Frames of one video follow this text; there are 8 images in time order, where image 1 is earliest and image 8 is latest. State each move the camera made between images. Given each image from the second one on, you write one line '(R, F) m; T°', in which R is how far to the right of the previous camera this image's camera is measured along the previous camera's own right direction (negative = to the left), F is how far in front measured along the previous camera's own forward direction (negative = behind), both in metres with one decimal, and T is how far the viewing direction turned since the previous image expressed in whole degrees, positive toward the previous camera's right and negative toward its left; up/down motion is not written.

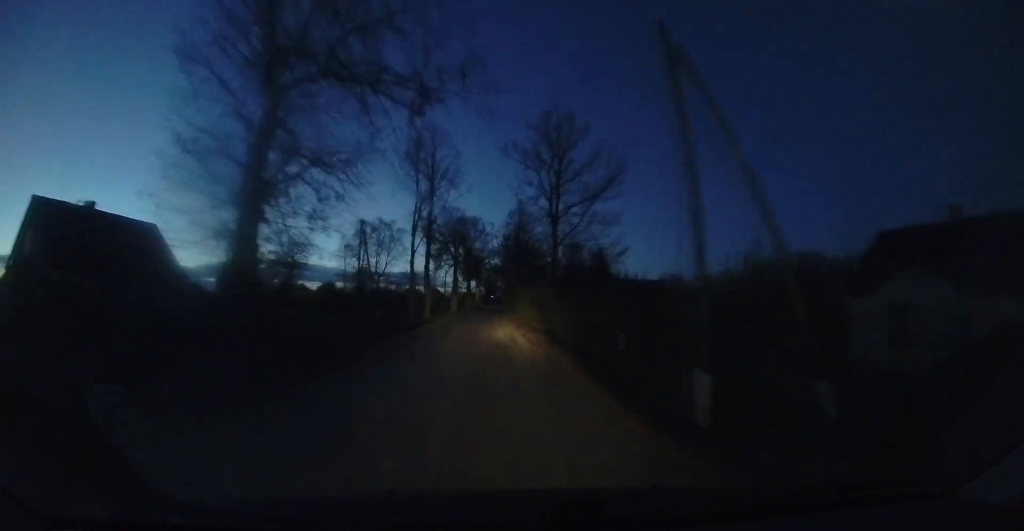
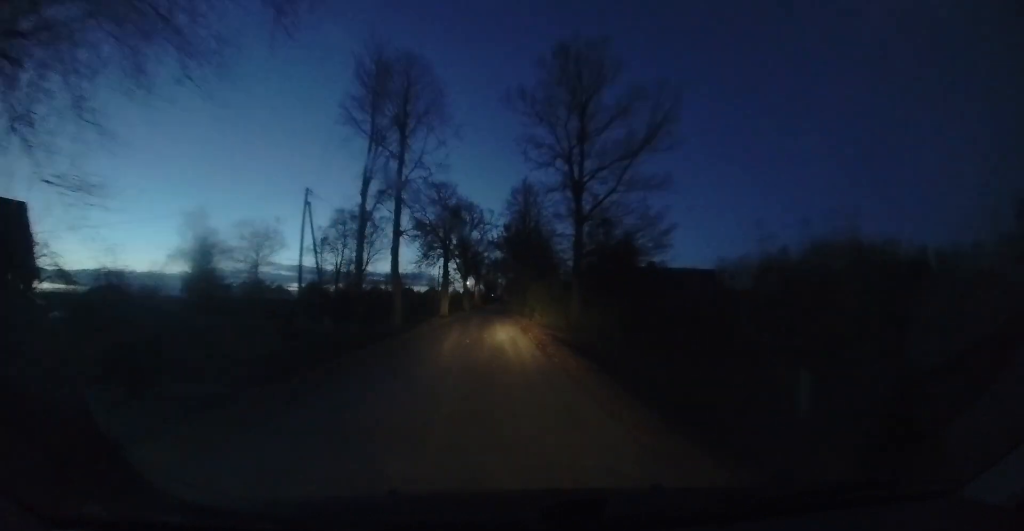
(+0.1, +9.2) m; 0°
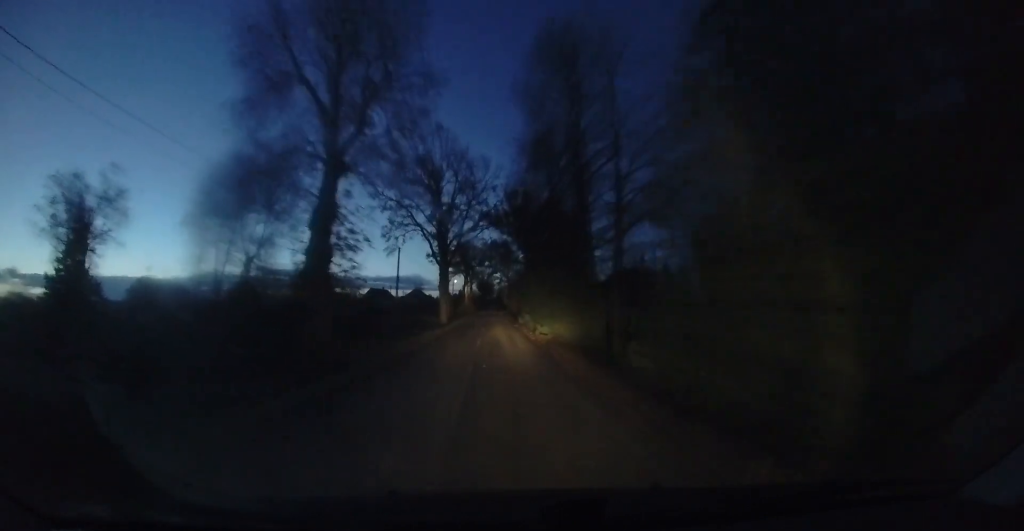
(-0.4, +24.6) m; 0°
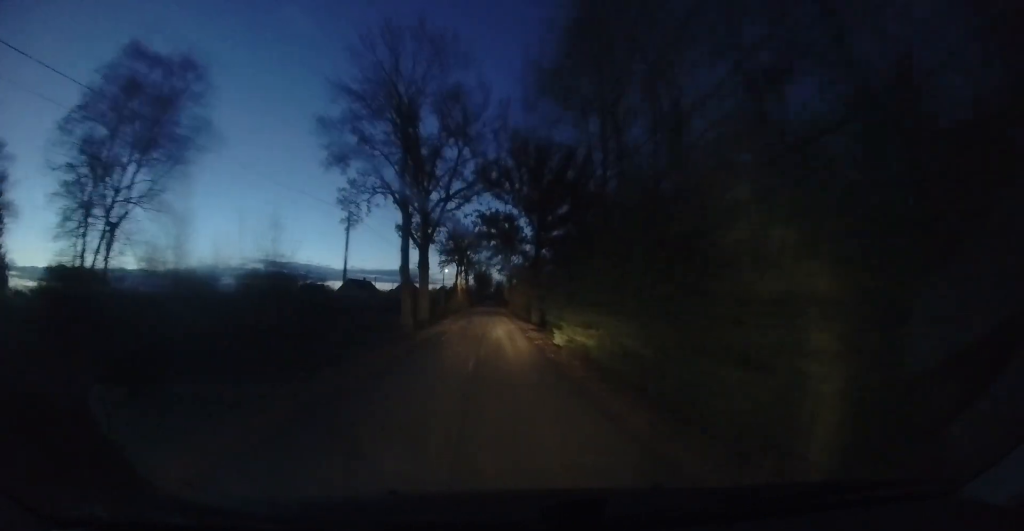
(+0.2, +12.9) m; +1°
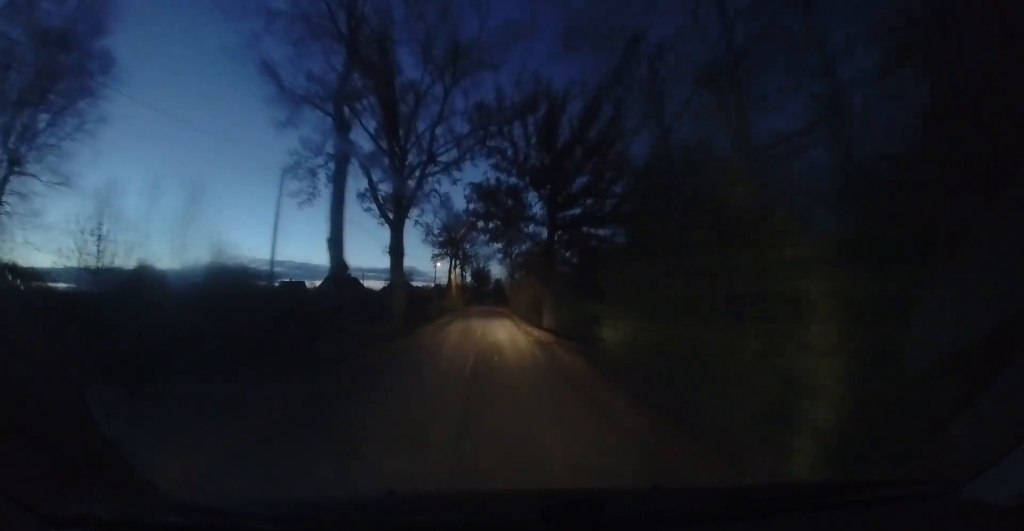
(0.0, +8.1) m; 0°
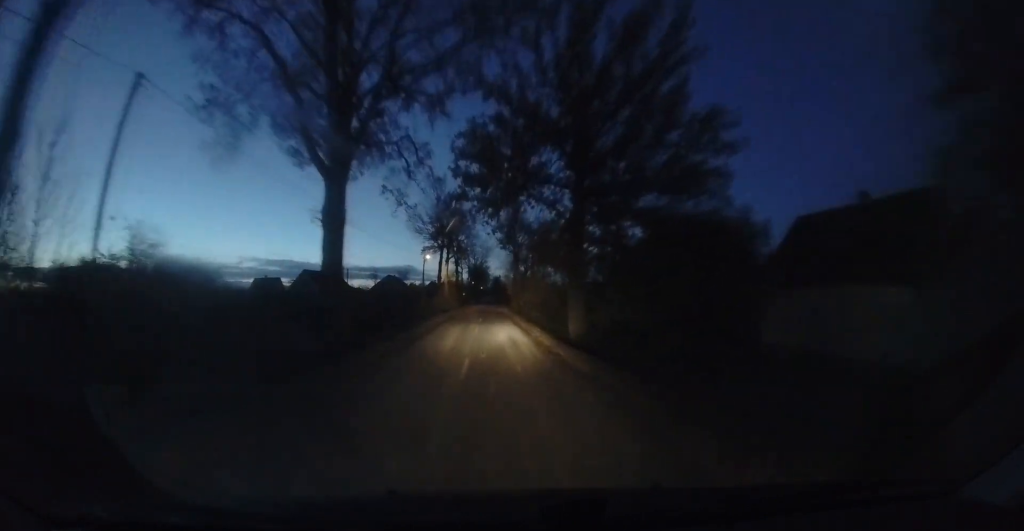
(0.0, +8.5) m; 0°
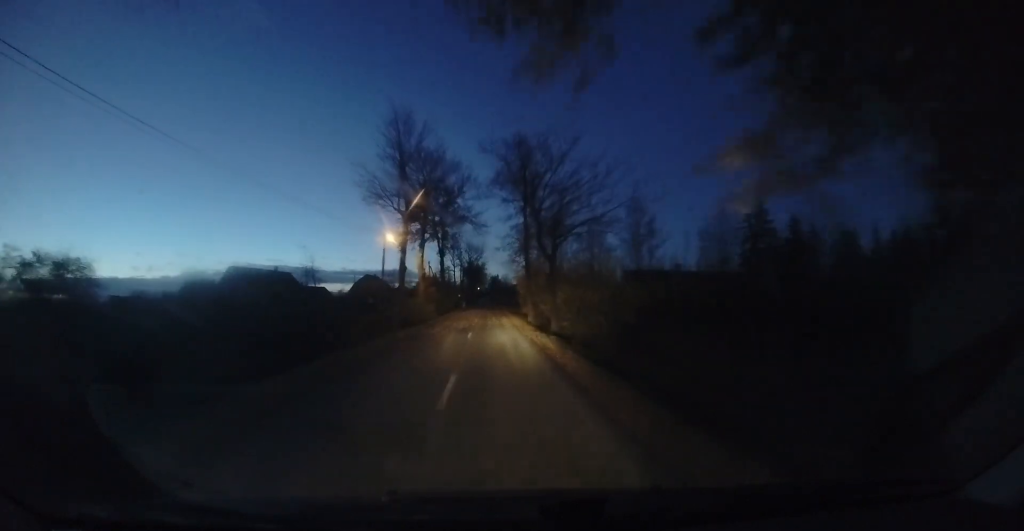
(+0.1, +17.4) m; +1°
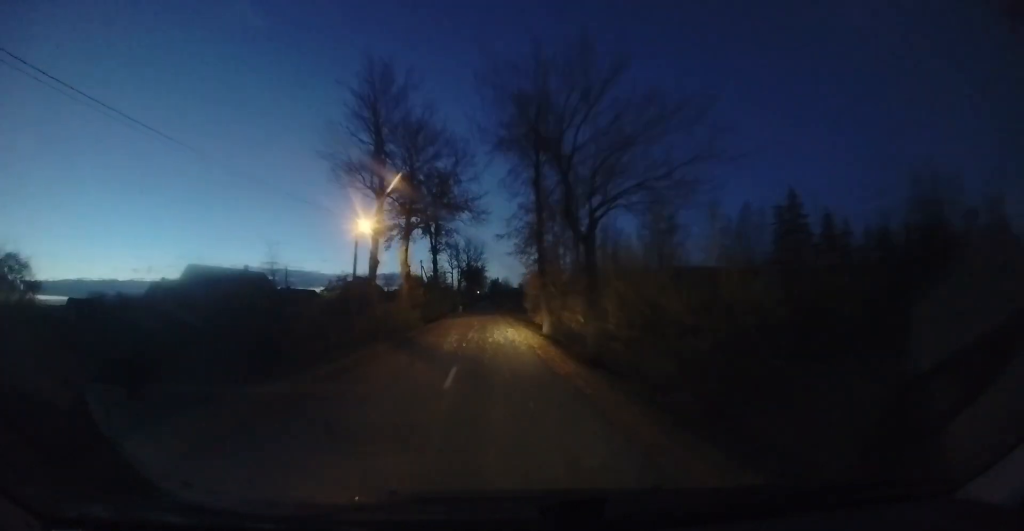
(+0.1, +6.8) m; 0°
